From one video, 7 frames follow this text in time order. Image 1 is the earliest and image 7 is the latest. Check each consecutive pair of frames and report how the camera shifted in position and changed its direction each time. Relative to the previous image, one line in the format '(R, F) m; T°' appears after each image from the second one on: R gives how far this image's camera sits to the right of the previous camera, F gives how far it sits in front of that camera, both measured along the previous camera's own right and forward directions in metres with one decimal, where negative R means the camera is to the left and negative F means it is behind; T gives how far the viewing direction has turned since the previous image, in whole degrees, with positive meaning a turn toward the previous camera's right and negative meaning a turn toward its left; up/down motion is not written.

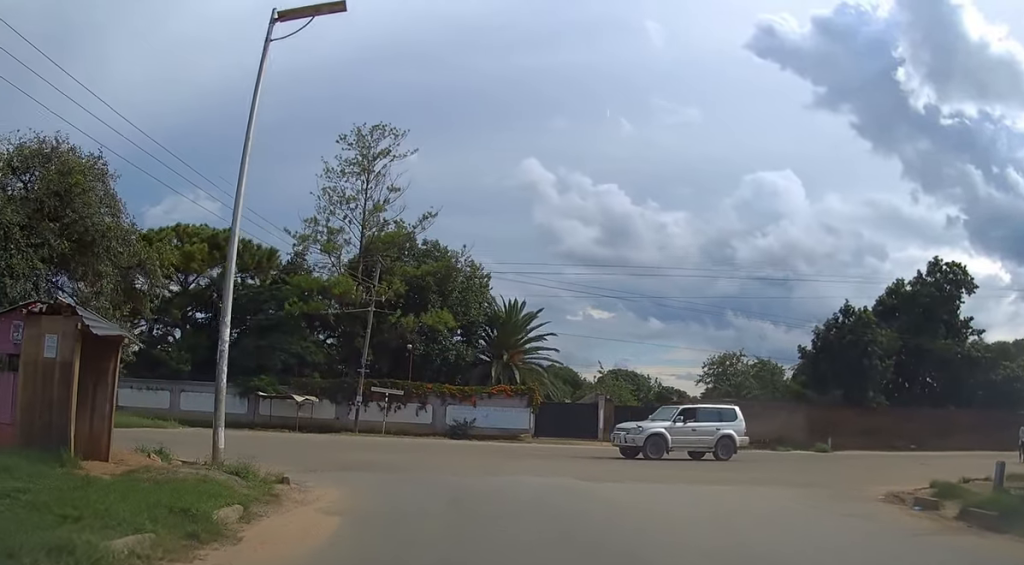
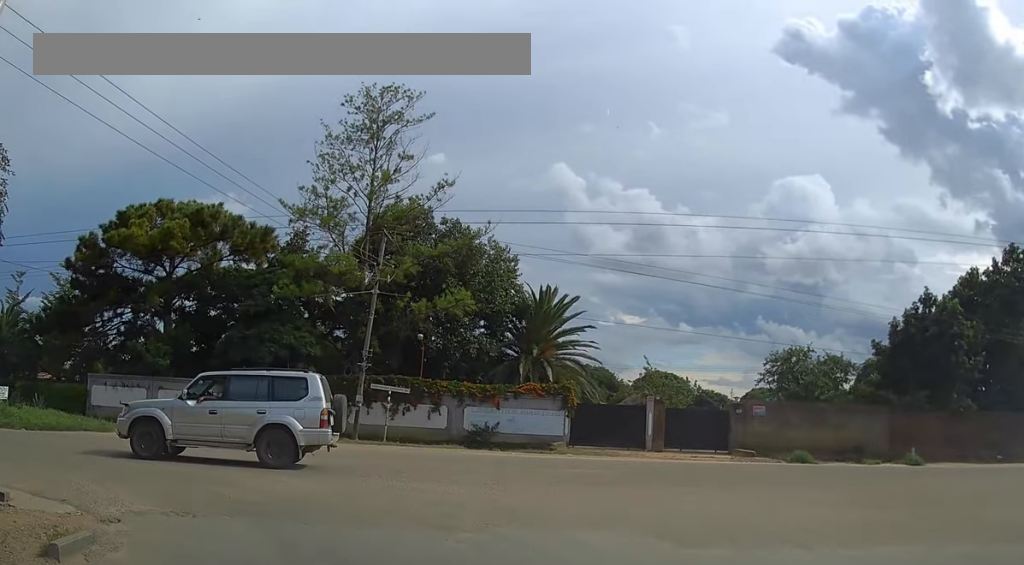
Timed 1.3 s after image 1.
(-0.3, +7.2) m; -6°
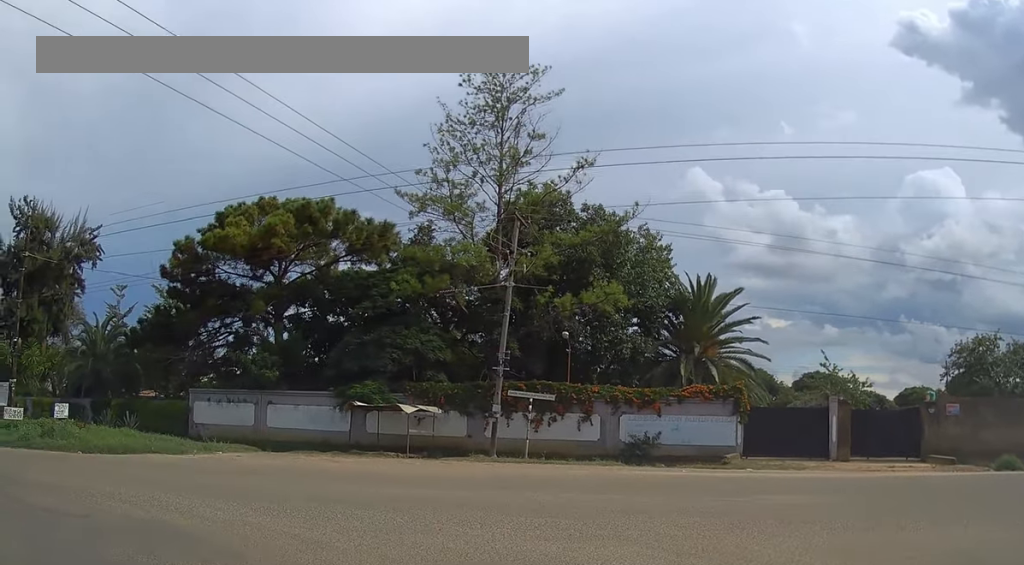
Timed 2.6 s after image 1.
(-0.4, +5.2) m; -16°
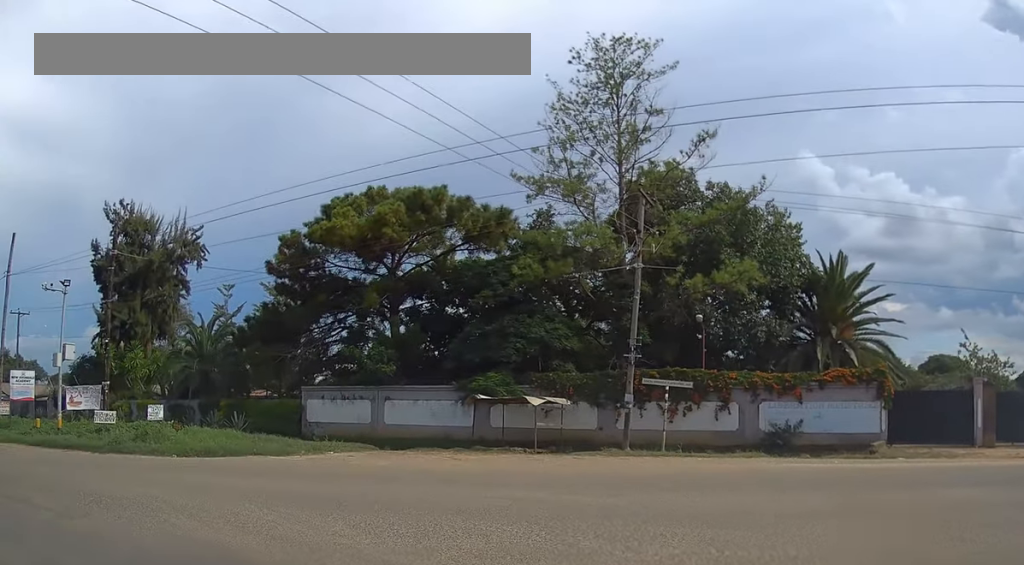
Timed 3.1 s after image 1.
(-0.1, +1.8) m; -11°
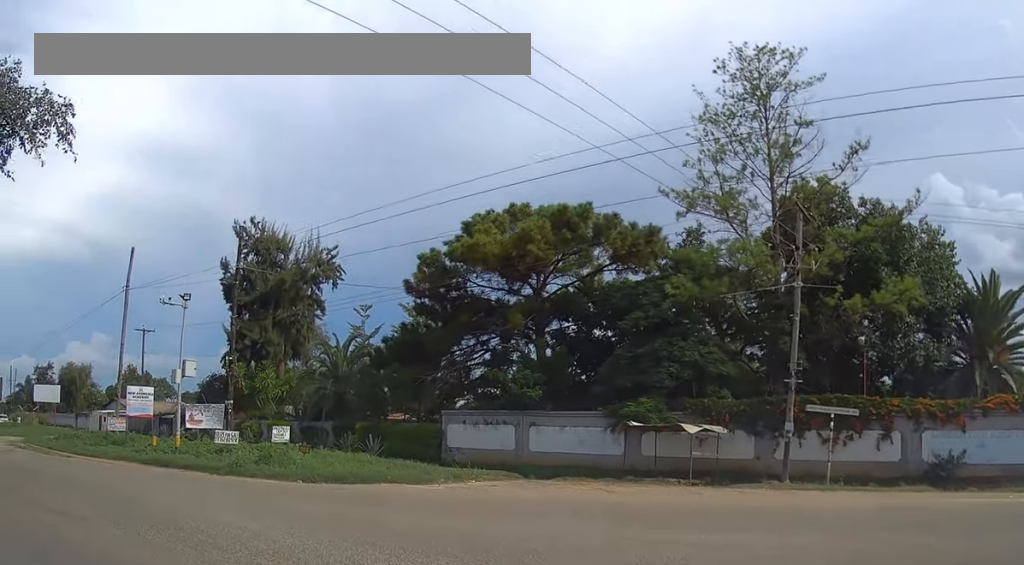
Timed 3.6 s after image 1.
(-0.1, +1.6) m; -12°
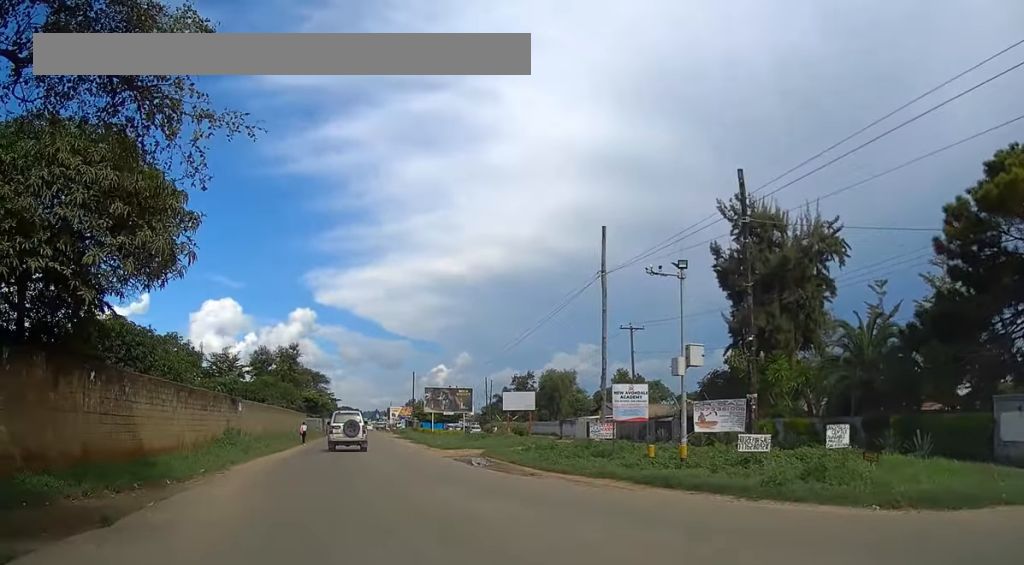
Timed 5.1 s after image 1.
(-2.1, +5.6) m; -34°
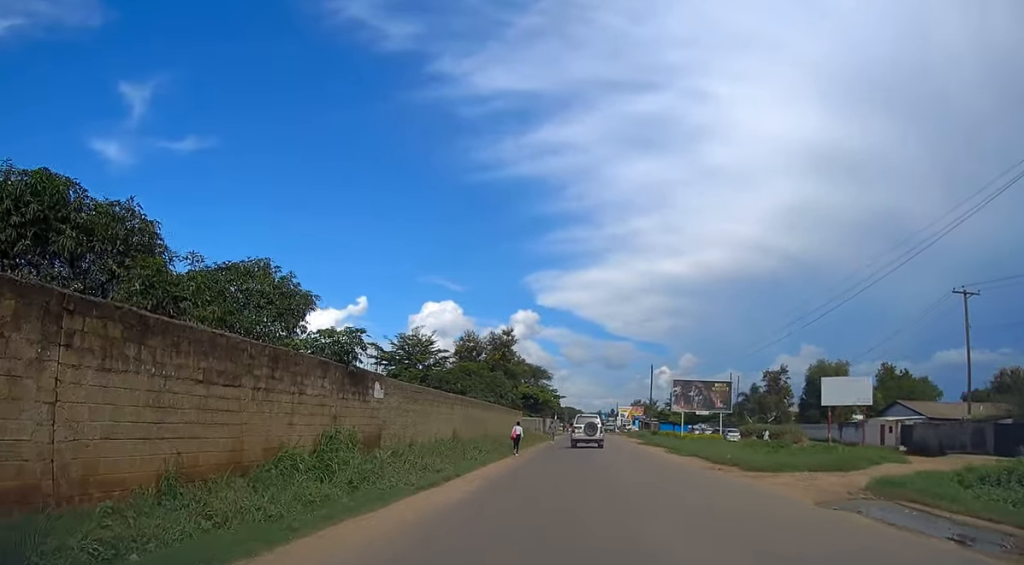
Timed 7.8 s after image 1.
(-3.6, +16.6) m; -15°
